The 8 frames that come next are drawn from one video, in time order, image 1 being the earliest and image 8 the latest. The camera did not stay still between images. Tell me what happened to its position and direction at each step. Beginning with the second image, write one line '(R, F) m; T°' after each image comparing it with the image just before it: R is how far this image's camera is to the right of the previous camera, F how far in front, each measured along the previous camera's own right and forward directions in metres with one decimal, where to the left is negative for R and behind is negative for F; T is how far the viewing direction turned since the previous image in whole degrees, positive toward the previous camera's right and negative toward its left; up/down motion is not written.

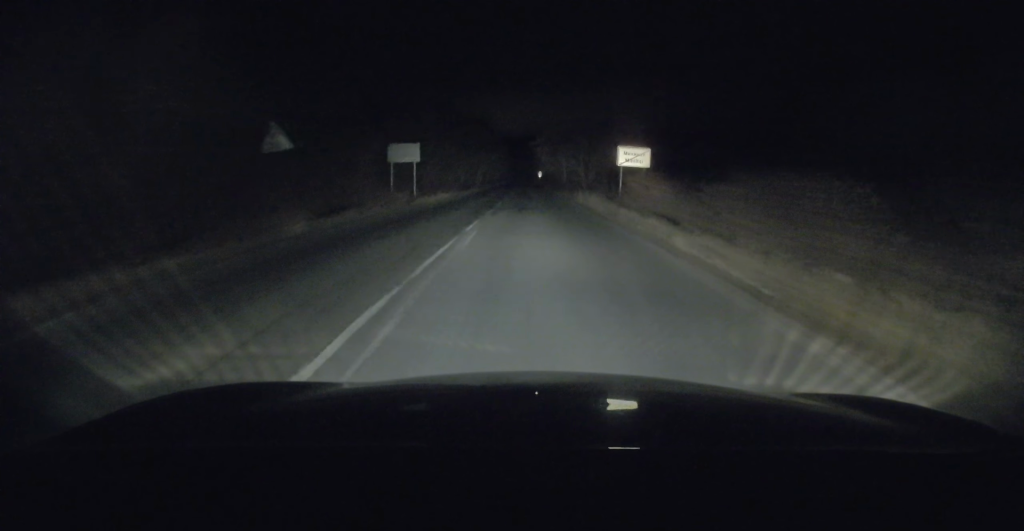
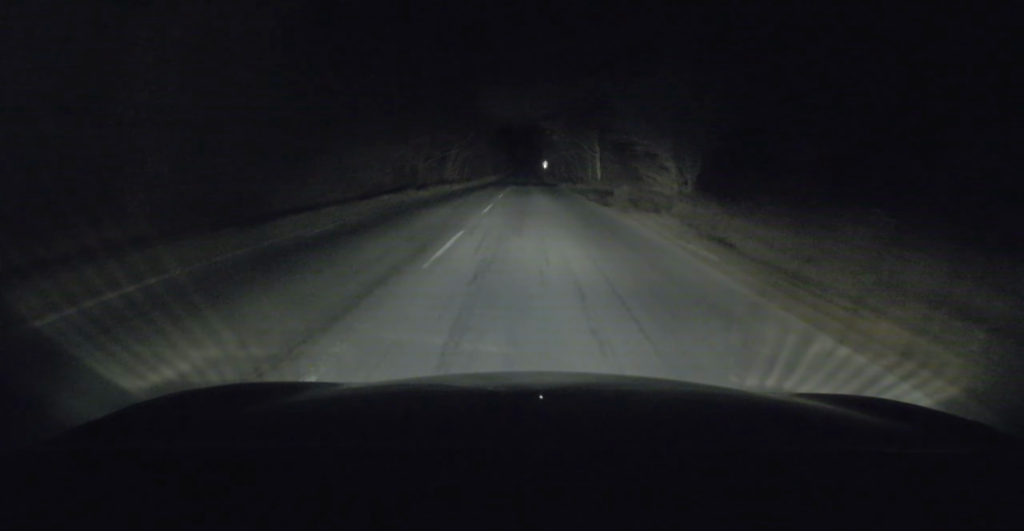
(0.0, +38.3) m; 0°
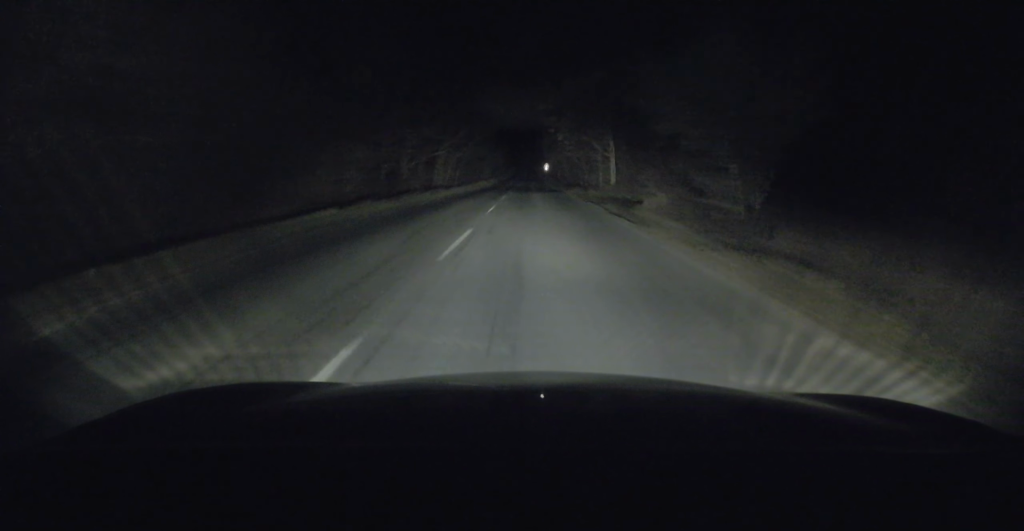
(-0.2, +8.1) m; -1°
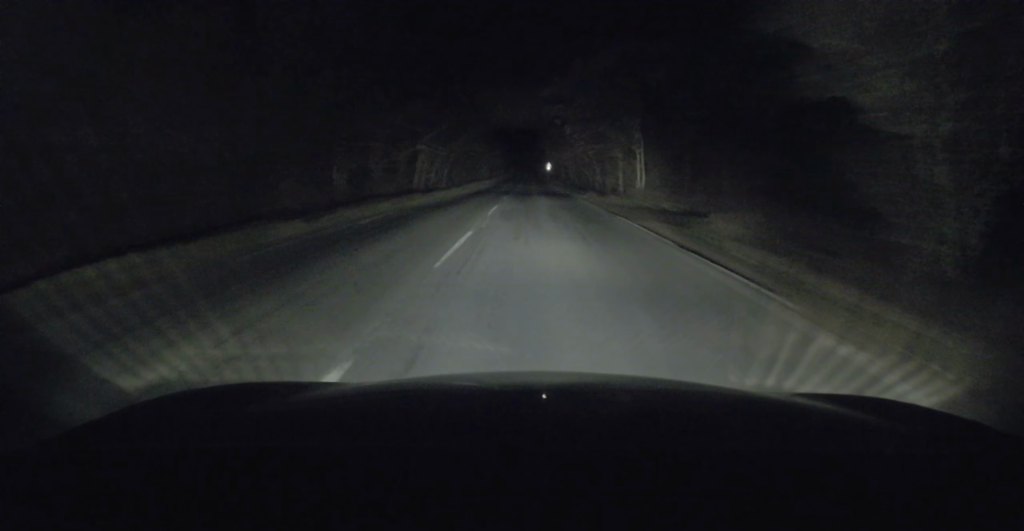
(-0.1, +9.8) m; -1°
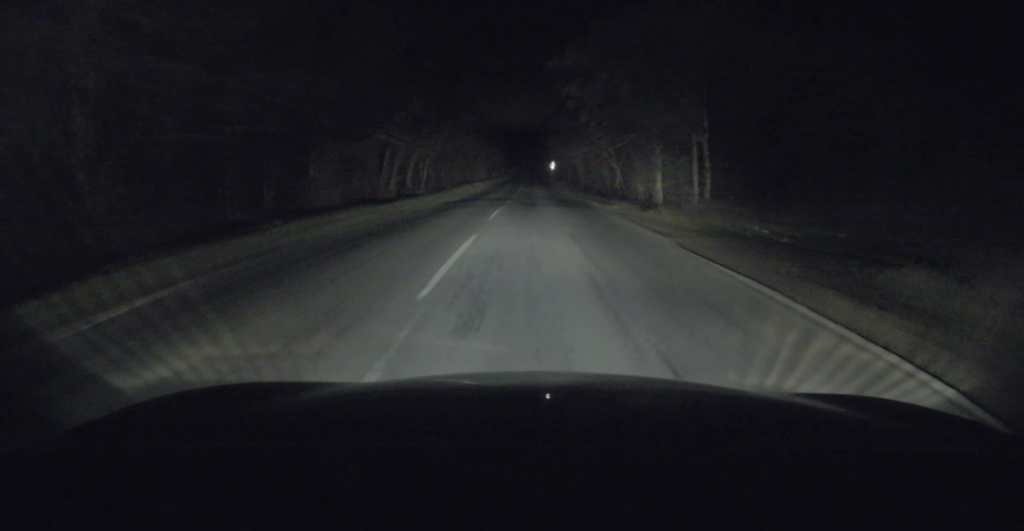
(0.0, +10.9) m; 0°
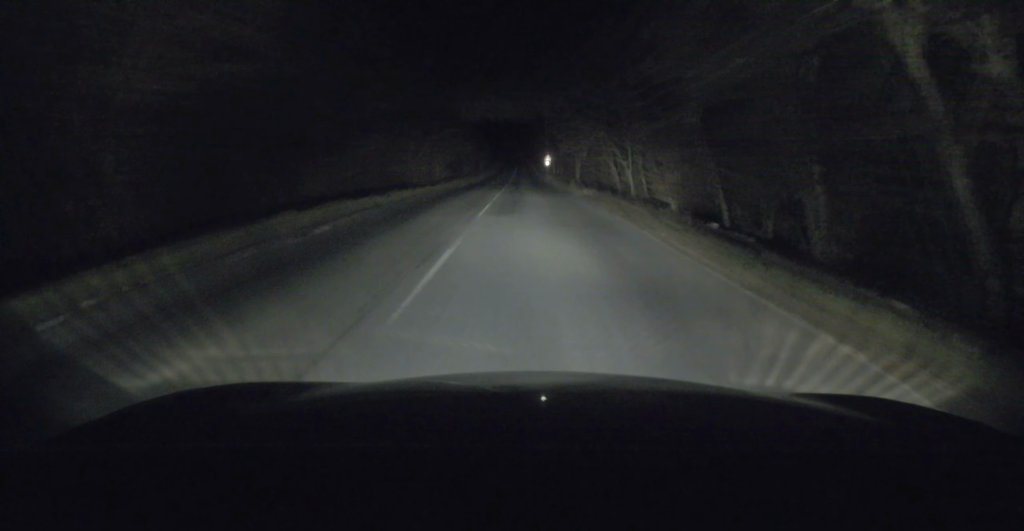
(0.0, +37.2) m; 0°
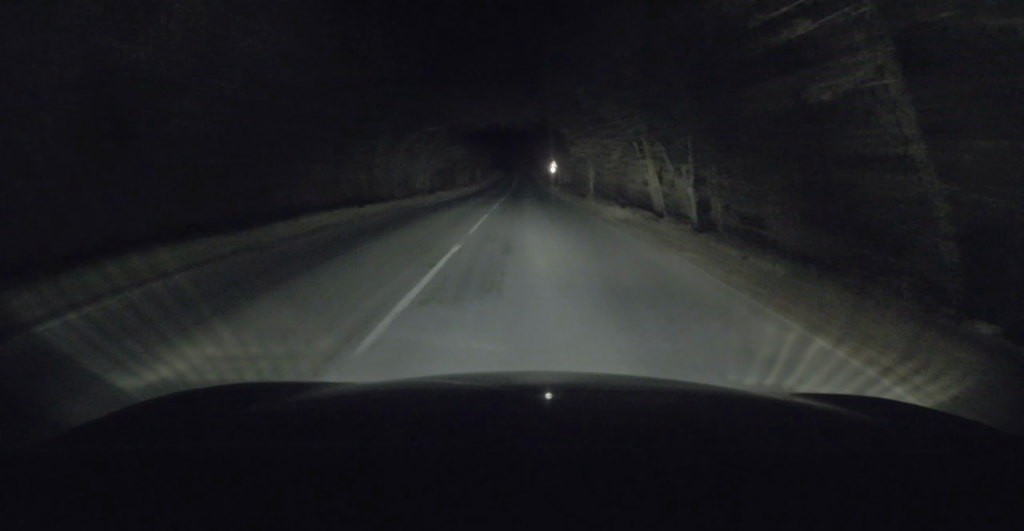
(+0.1, +10.5) m; +1°
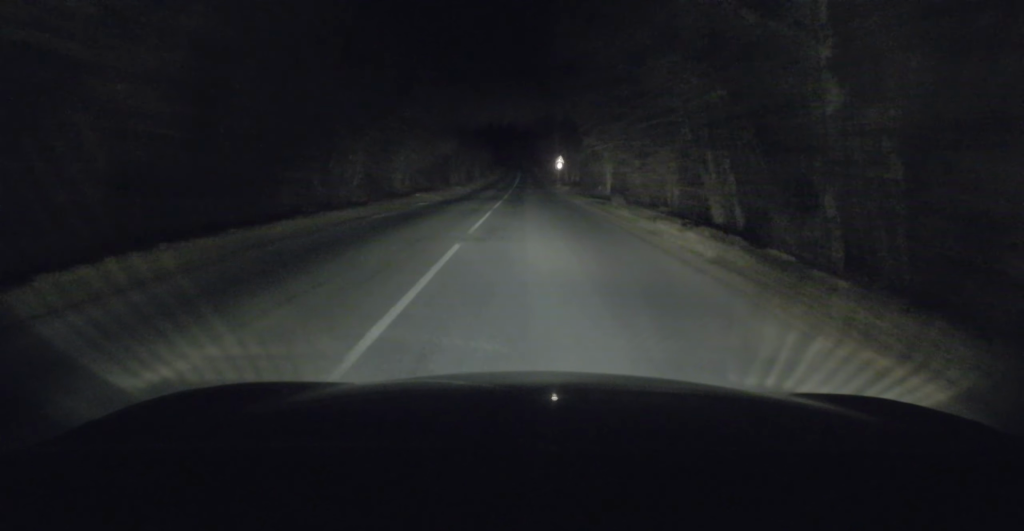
(0.0, +8.8) m; +1°
